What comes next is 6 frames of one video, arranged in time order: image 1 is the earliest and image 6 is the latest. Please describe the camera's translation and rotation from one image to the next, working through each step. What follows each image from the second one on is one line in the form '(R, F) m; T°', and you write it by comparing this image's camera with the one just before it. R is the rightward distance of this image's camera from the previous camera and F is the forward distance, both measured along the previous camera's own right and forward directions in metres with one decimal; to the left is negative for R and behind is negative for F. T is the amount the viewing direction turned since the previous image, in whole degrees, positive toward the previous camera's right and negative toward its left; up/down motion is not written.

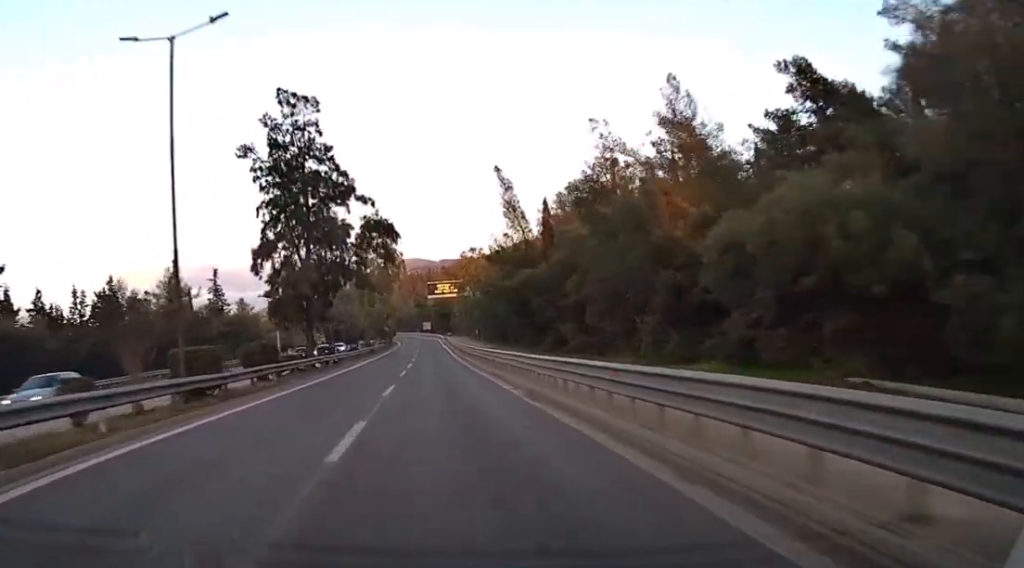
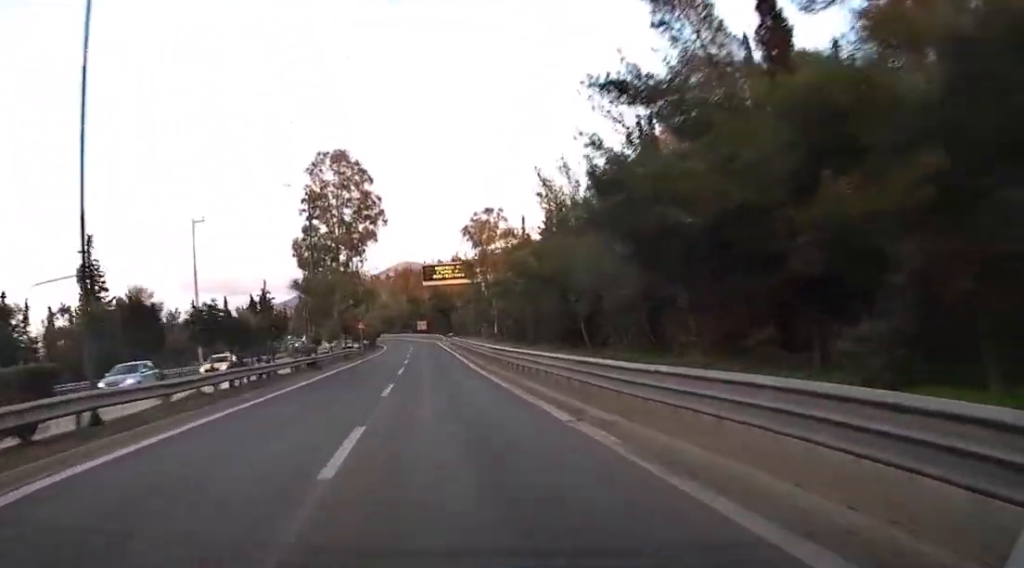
(+0.1, +36.4) m; 0°
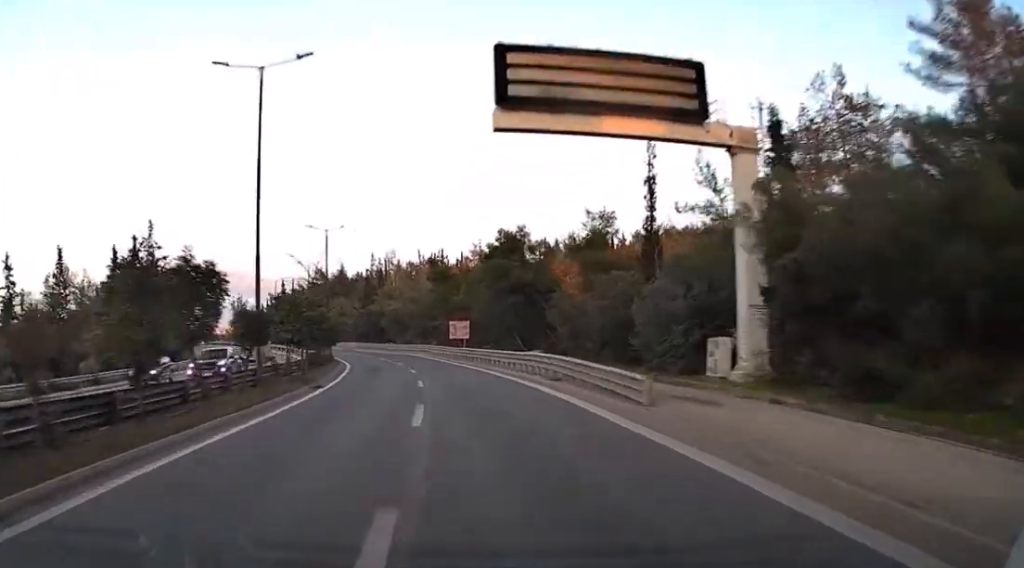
(+0.7, +77.7) m; 0°
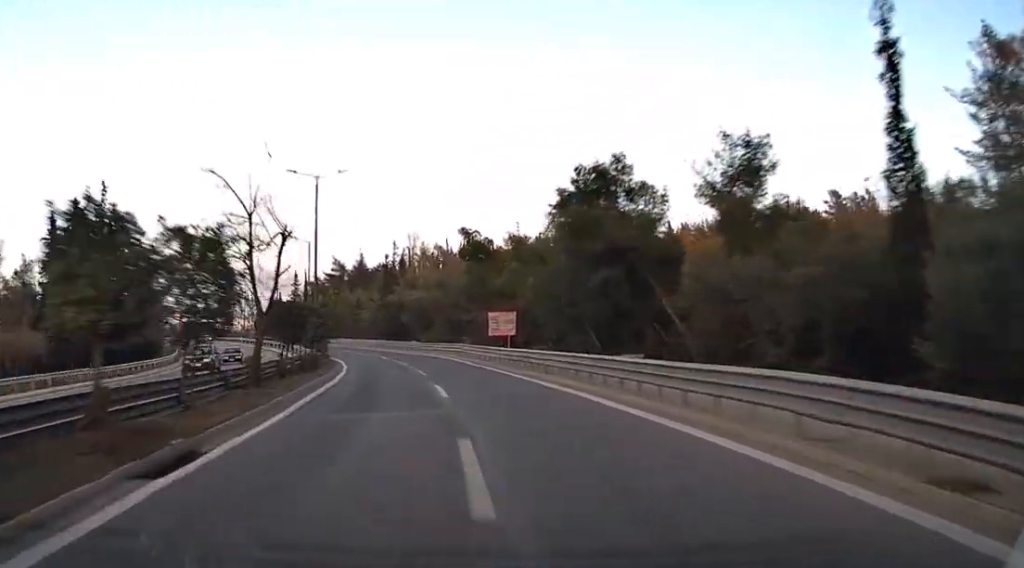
(-0.3, +18.6) m; -1°
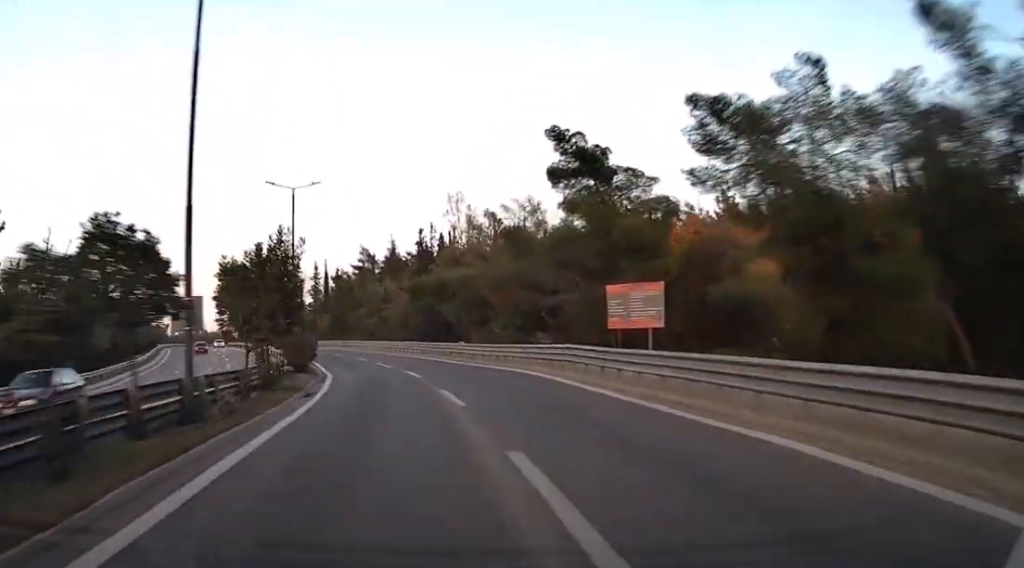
(-0.4, +26.1) m; -2°
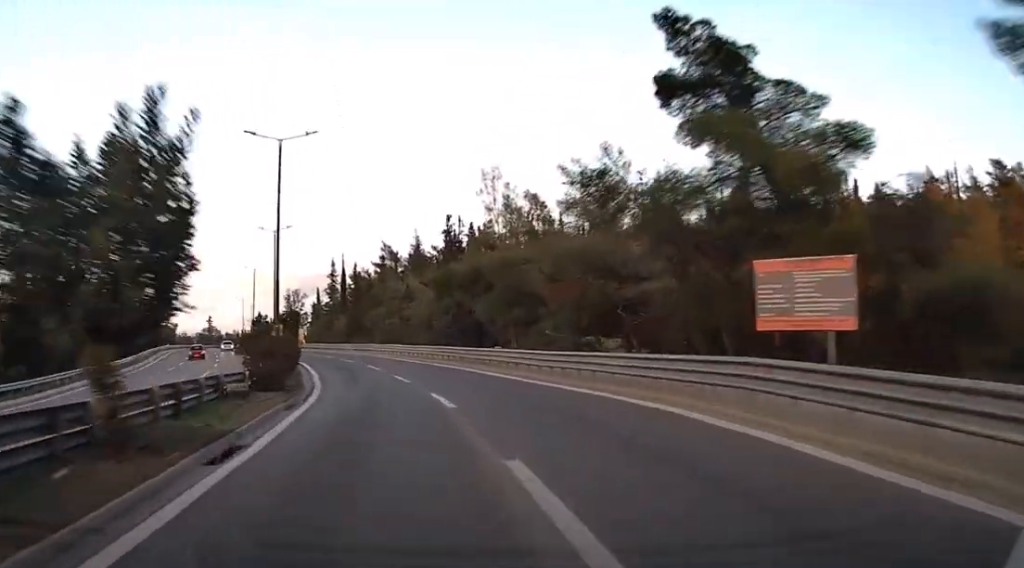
(0.0, +11.8) m; -1°
